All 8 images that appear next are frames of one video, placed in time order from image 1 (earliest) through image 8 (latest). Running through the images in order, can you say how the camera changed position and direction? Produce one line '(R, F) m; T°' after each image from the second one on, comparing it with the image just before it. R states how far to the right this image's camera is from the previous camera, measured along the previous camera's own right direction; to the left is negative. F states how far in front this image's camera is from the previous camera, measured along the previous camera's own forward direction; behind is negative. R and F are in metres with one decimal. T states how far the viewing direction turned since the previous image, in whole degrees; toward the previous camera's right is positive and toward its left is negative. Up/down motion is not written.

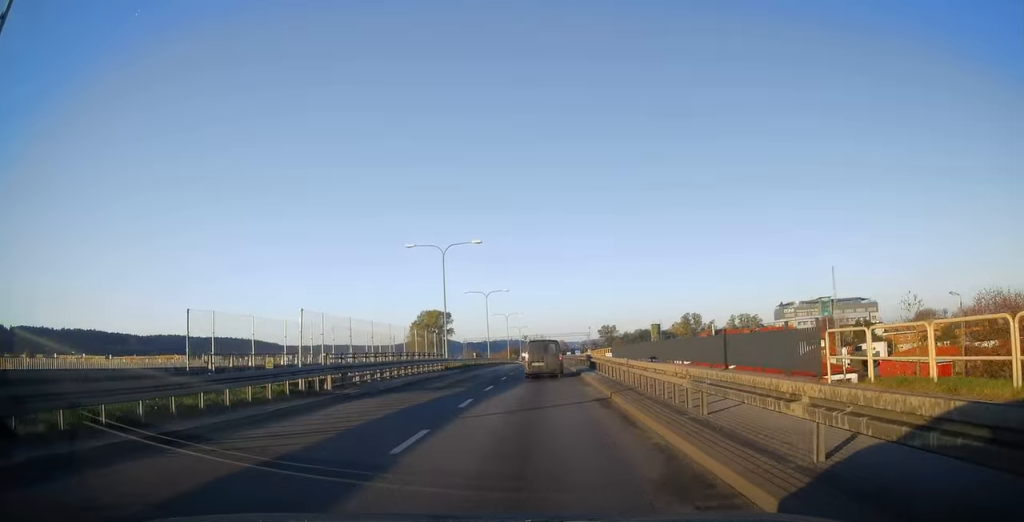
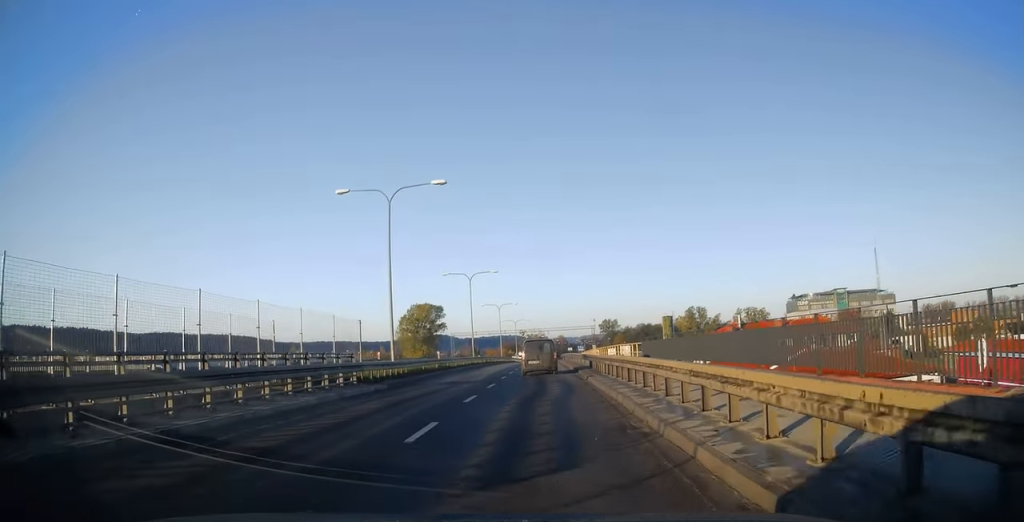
(-0.2, +17.5) m; -2°
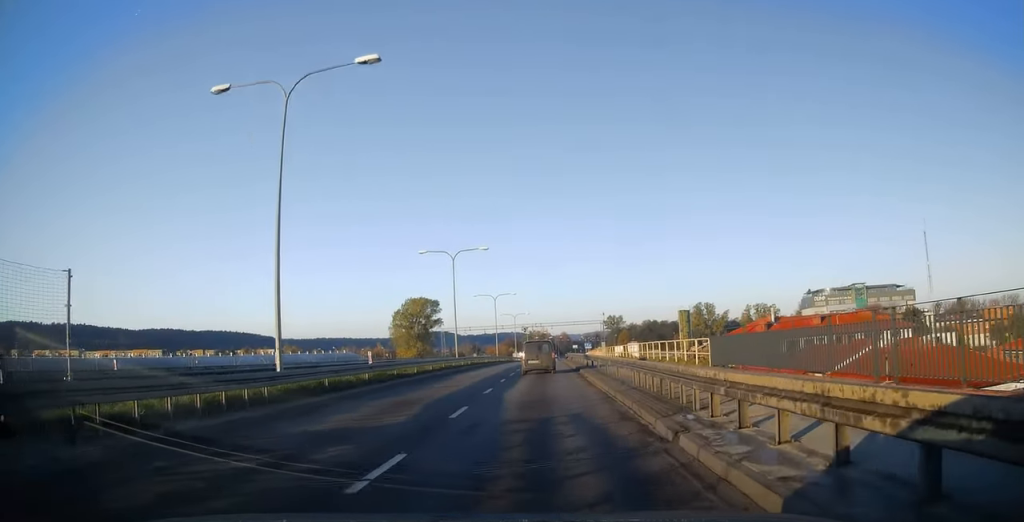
(-0.2, +14.9) m; 0°
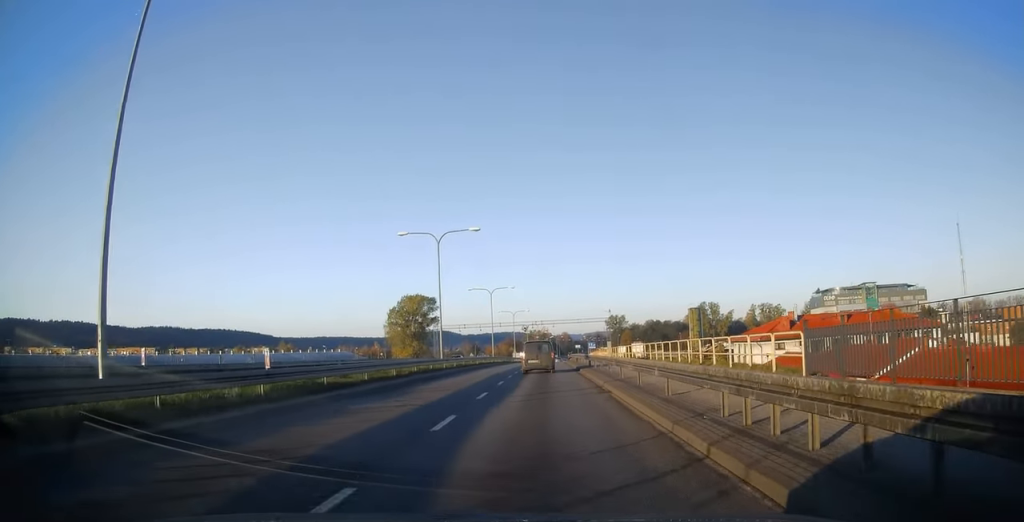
(+0.2, +8.4) m; 0°
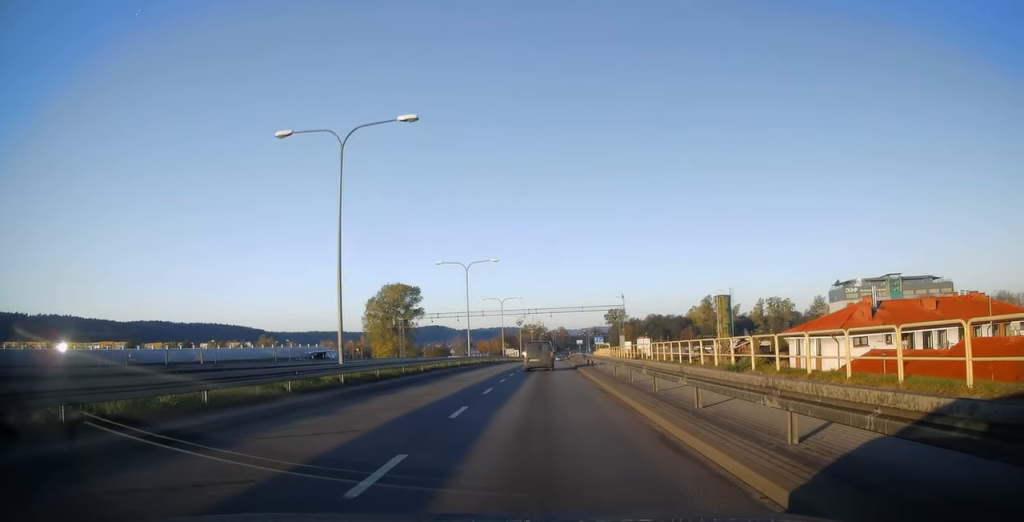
(-0.2, +22.3) m; +1°
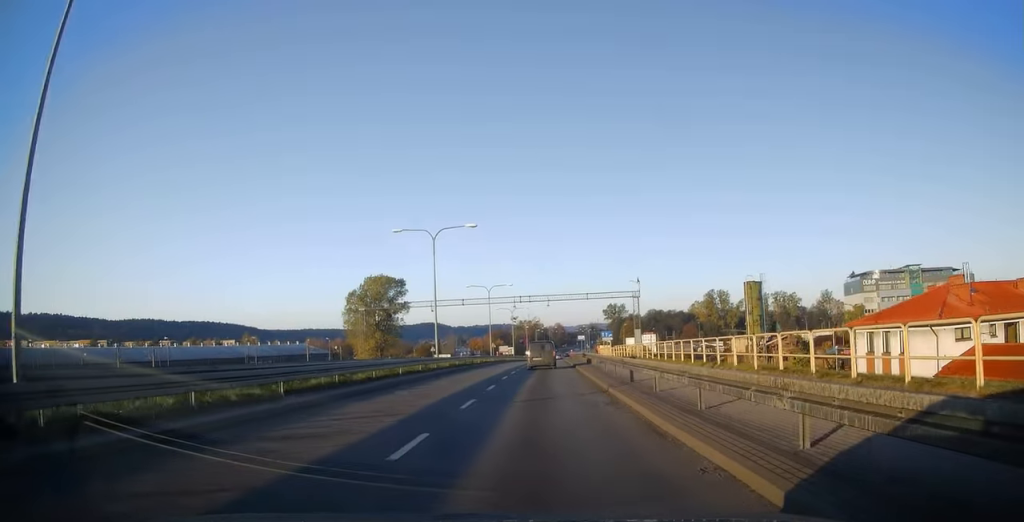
(+0.3, +16.3) m; +1°
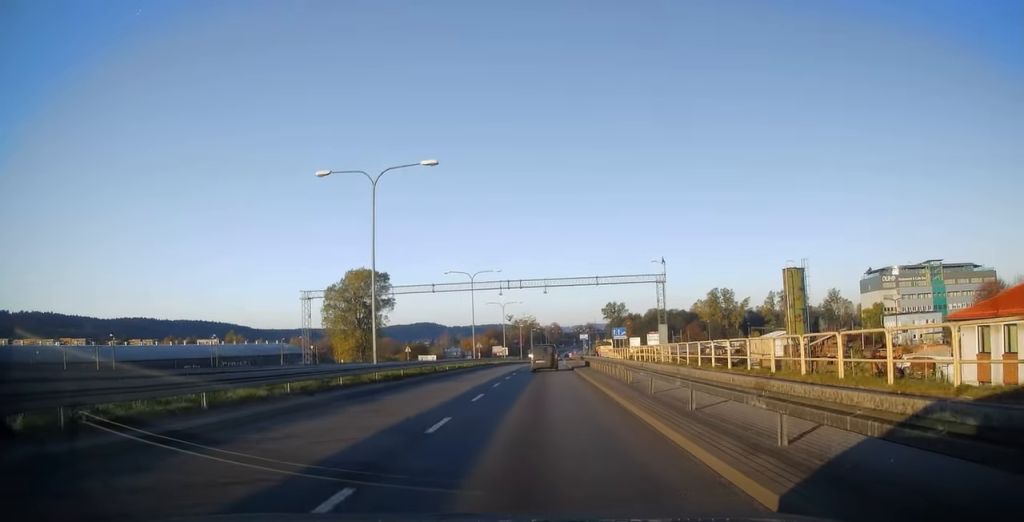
(0.0, +15.4) m; 0°
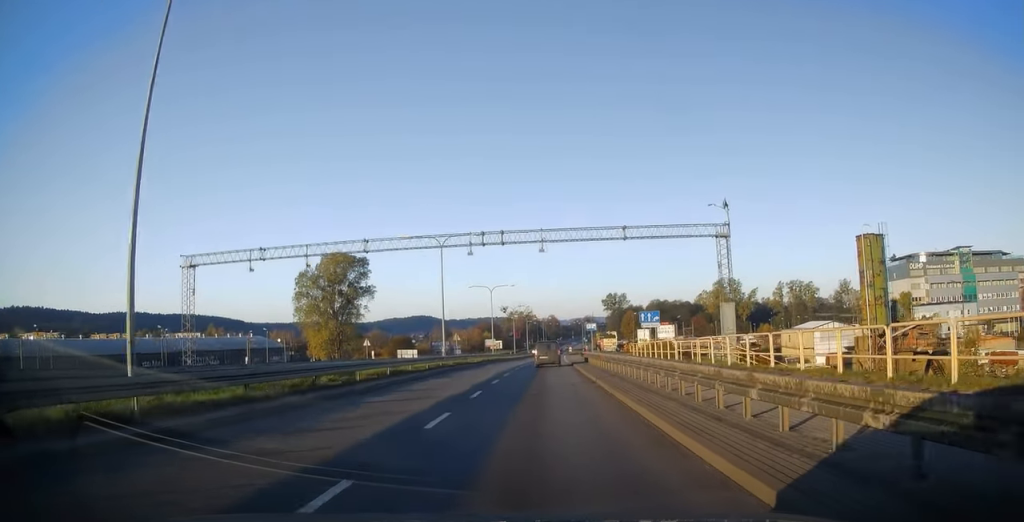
(-0.2, +18.2) m; -1°
